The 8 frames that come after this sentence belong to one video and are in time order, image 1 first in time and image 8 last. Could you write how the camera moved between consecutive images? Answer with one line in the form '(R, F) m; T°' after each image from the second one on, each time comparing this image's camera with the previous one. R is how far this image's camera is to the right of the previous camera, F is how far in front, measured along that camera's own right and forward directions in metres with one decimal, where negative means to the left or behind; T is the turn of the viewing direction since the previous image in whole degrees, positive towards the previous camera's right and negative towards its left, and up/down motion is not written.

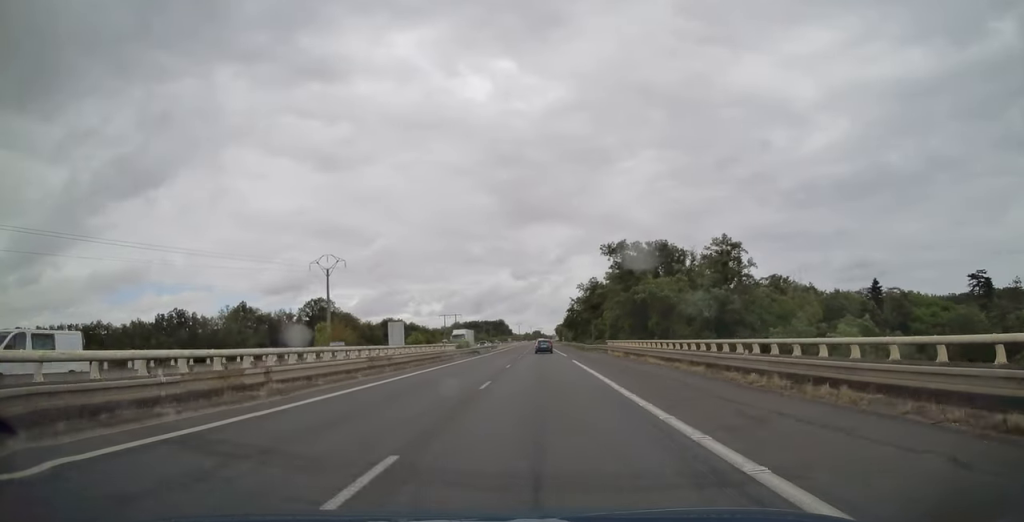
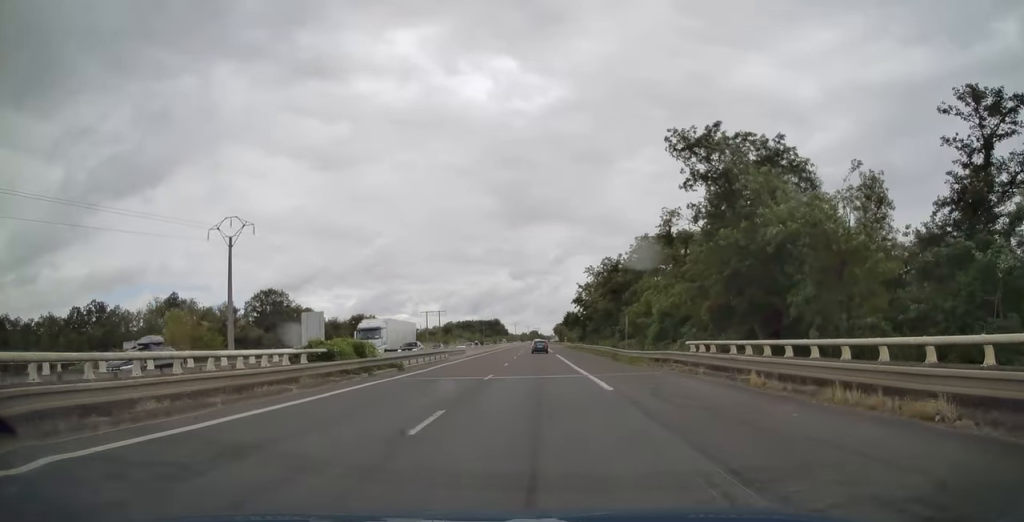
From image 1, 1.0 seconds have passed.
(+0.1, +33.8) m; 0°
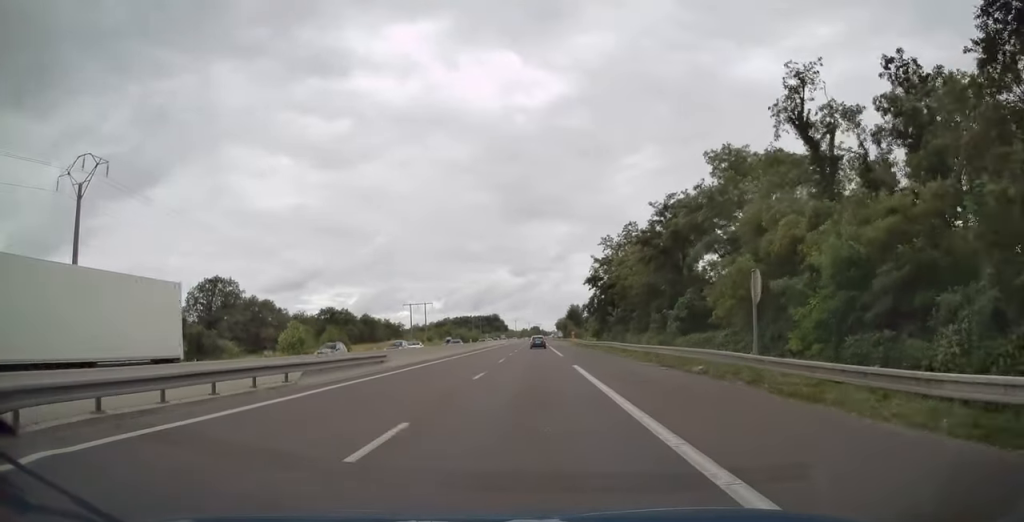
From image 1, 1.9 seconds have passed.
(0.0, +27.9) m; 0°
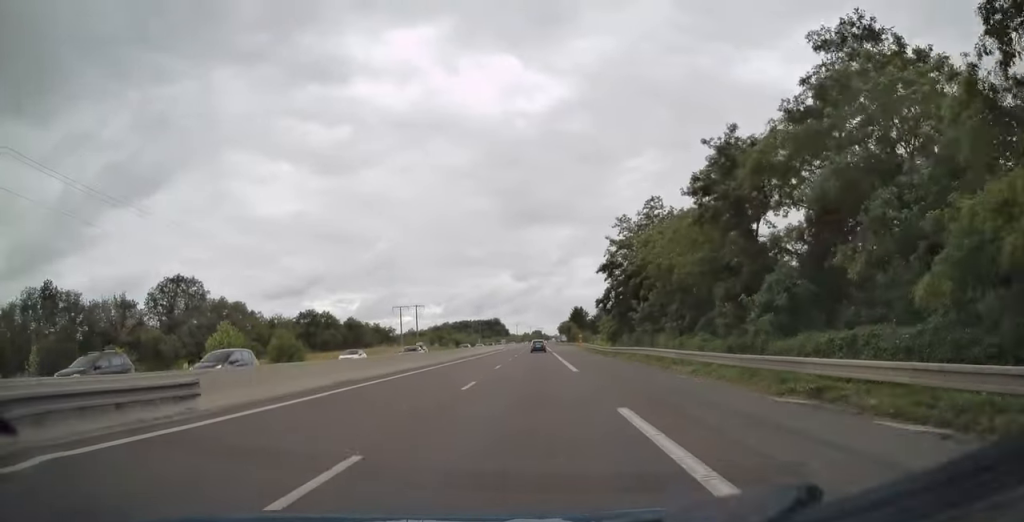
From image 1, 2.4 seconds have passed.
(0.0, +15.6) m; 0°
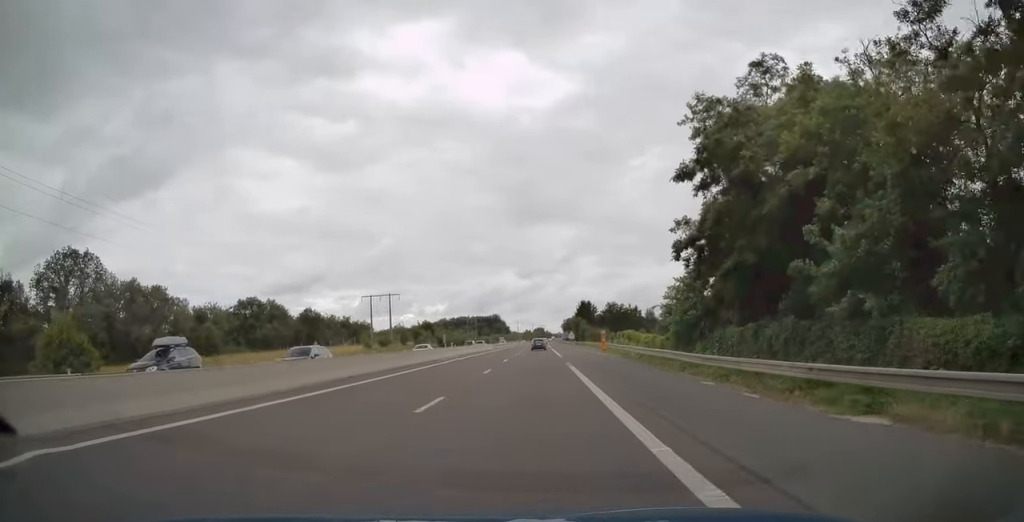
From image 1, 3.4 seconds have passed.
(0.0, +32.2) m; 0°
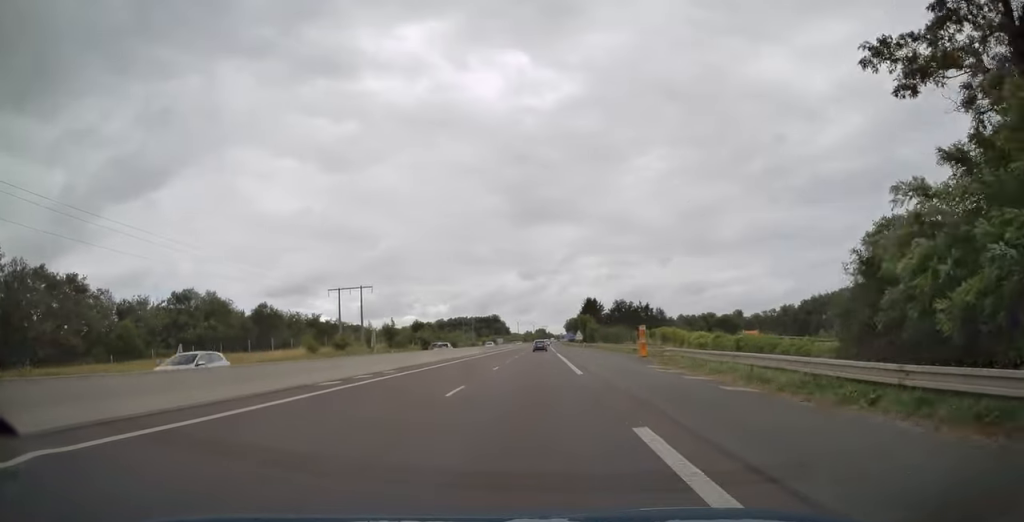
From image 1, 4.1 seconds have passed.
(0.0, +23.1) m; 0°
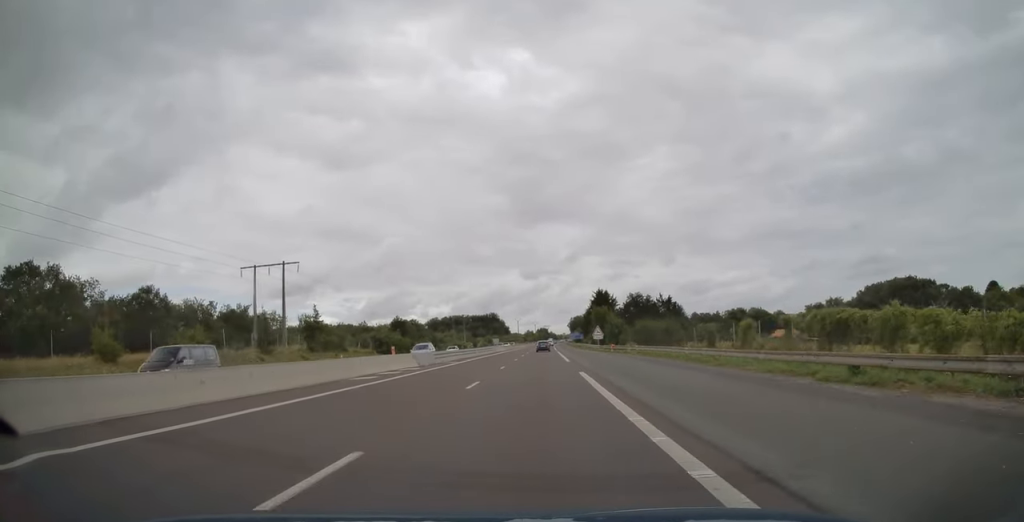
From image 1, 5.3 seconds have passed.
(-0.1, +36.5) m; 0°
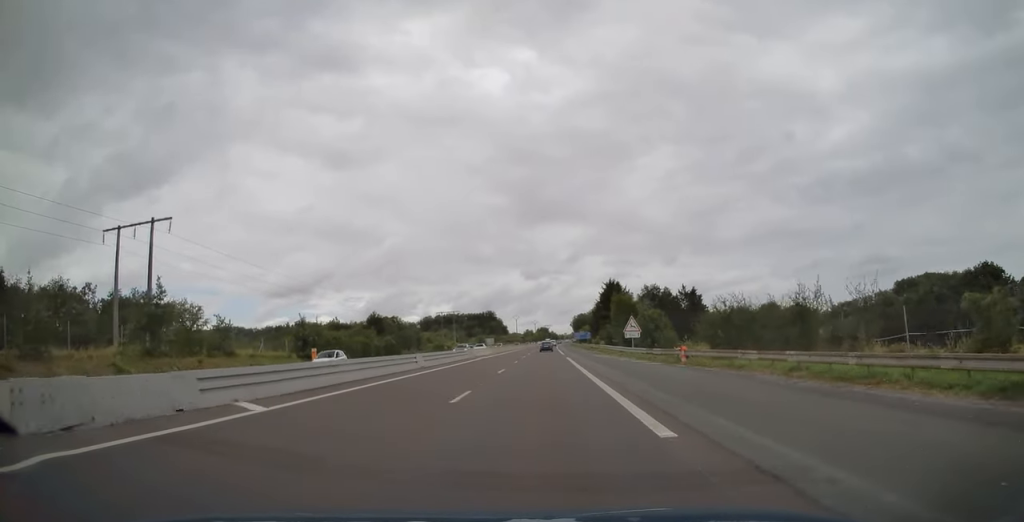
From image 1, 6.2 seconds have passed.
(-0.1, +30.0) m; 0°
